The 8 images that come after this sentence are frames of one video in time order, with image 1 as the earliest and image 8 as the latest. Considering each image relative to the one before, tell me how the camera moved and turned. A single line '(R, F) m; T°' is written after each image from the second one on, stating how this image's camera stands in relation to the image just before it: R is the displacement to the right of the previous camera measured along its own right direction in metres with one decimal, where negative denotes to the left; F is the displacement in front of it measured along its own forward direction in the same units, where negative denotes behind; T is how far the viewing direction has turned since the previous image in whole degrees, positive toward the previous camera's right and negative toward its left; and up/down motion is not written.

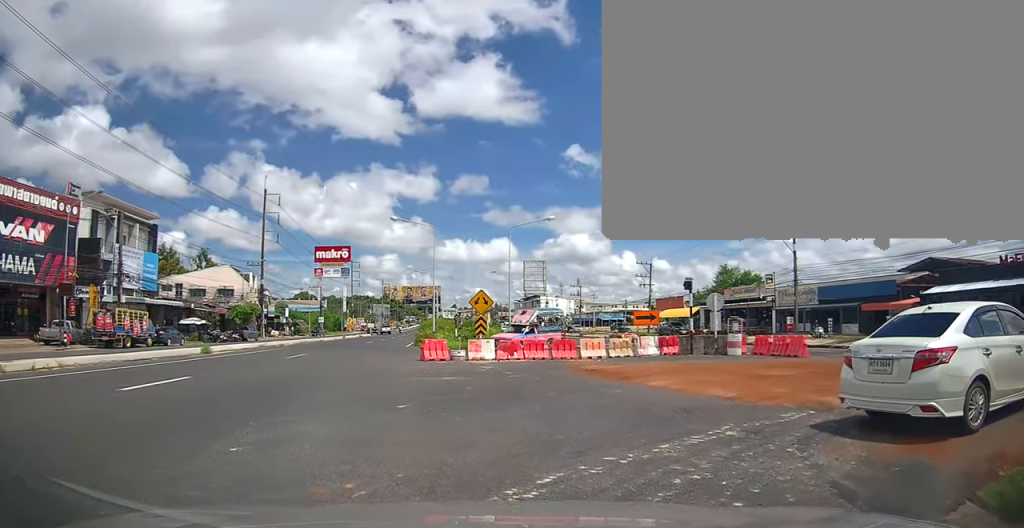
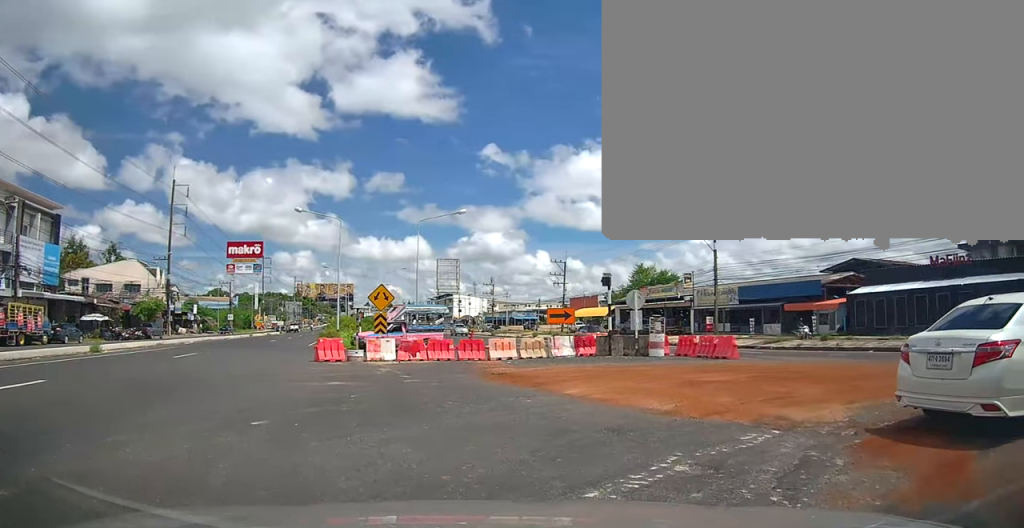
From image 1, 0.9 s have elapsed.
(+0.6, +1.7) m; +19°
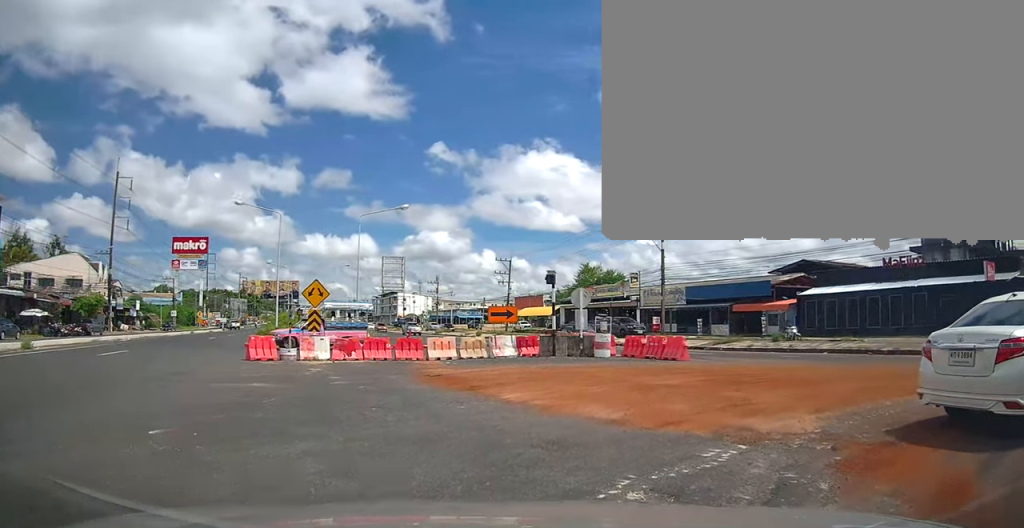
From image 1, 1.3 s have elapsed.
(0.0, +0.9) m; +6°
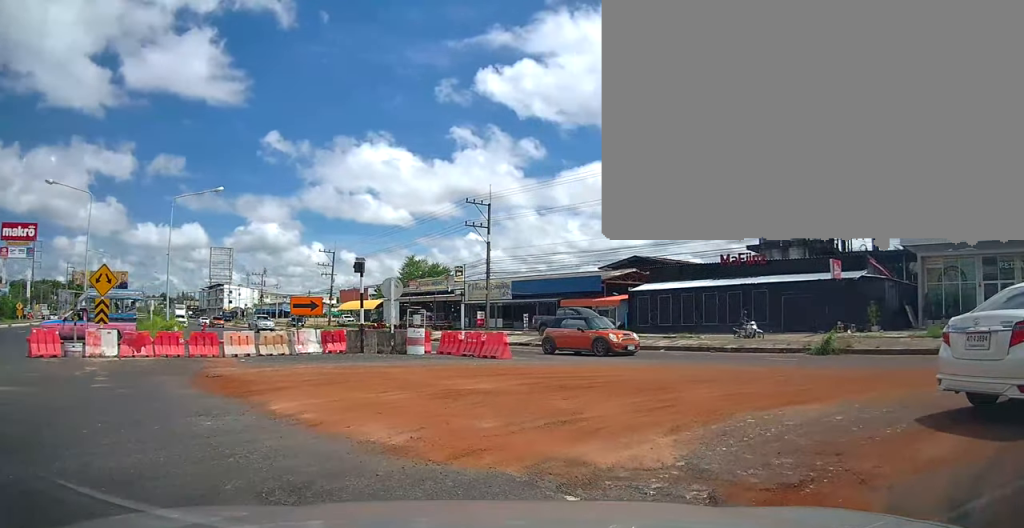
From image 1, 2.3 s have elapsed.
(+0.2, +2.1) m; +16°
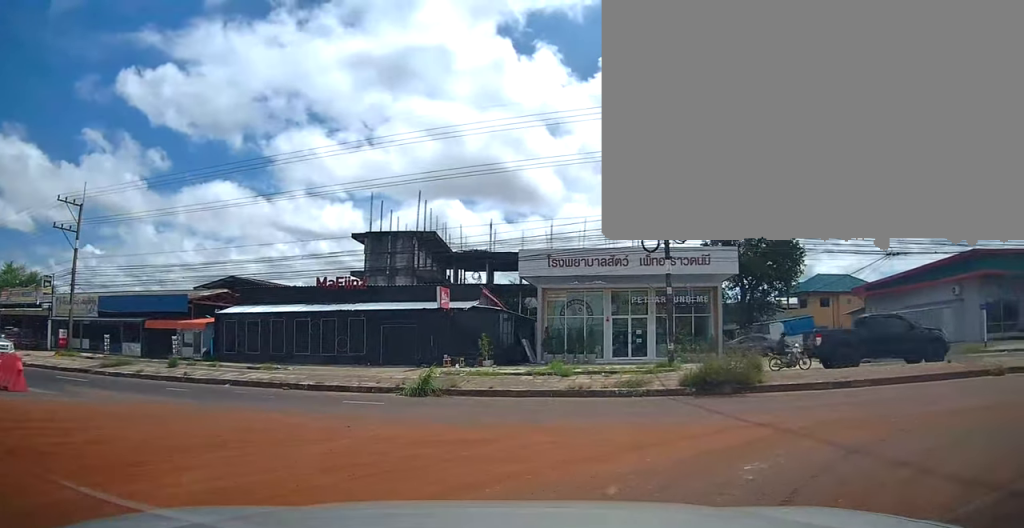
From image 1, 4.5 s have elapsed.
(+1.5, +3.8) m; +41°
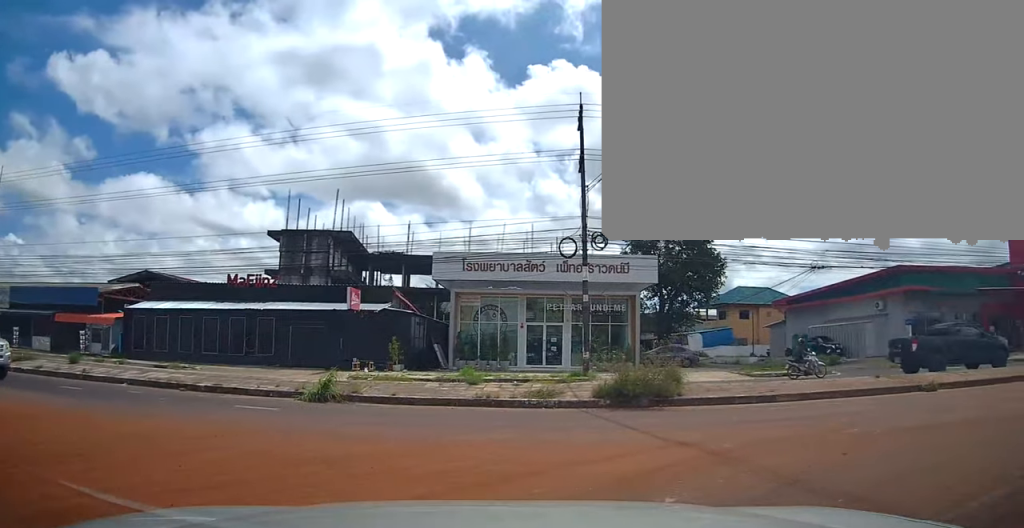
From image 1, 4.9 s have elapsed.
(0.0, +0.9) m; +9°
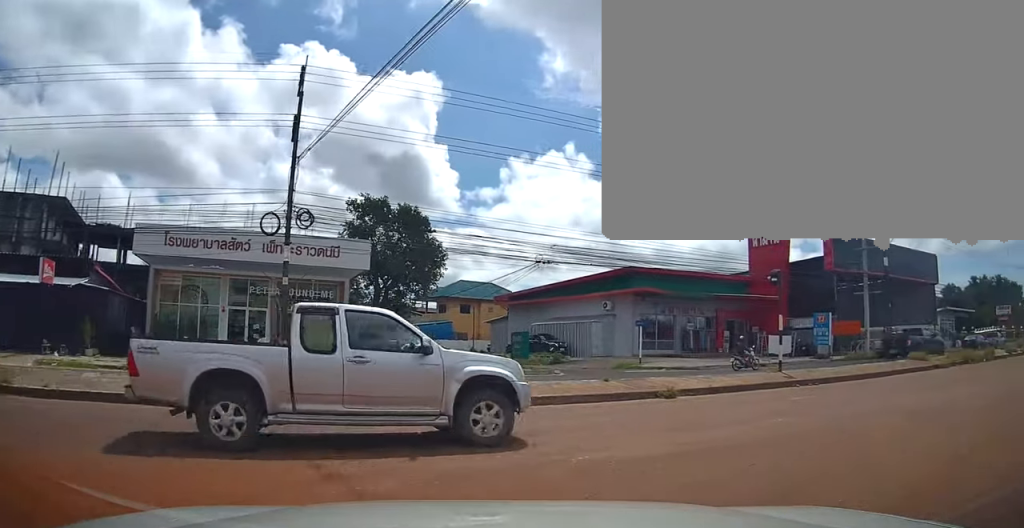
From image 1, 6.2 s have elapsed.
(+0.6, +2.7) m; +24°
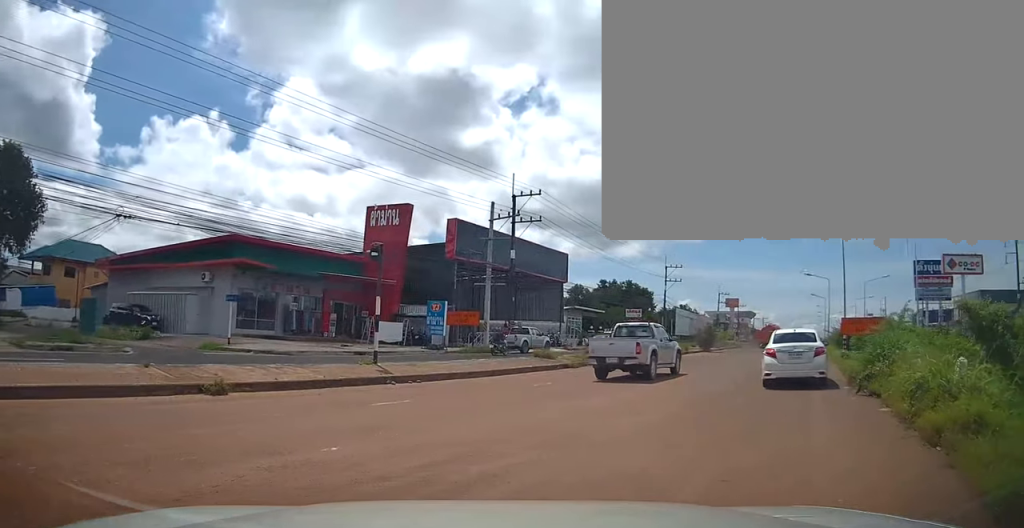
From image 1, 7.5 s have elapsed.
(+1.0, +3.3) m; +31°
